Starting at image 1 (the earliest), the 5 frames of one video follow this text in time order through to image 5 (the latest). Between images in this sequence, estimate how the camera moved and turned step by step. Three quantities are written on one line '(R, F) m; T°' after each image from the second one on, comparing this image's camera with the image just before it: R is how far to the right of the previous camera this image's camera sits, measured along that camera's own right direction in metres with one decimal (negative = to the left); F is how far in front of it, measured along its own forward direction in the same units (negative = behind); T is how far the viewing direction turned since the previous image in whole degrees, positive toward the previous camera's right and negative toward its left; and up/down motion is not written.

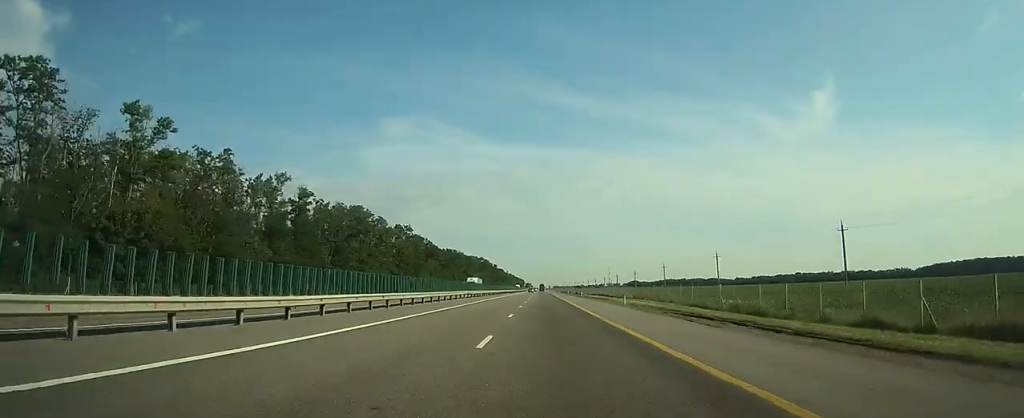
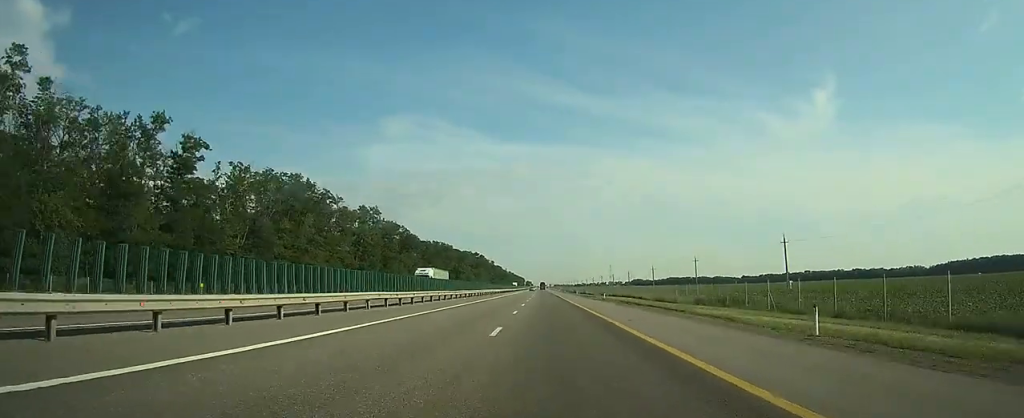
(0.0, +33.4) m; 0°
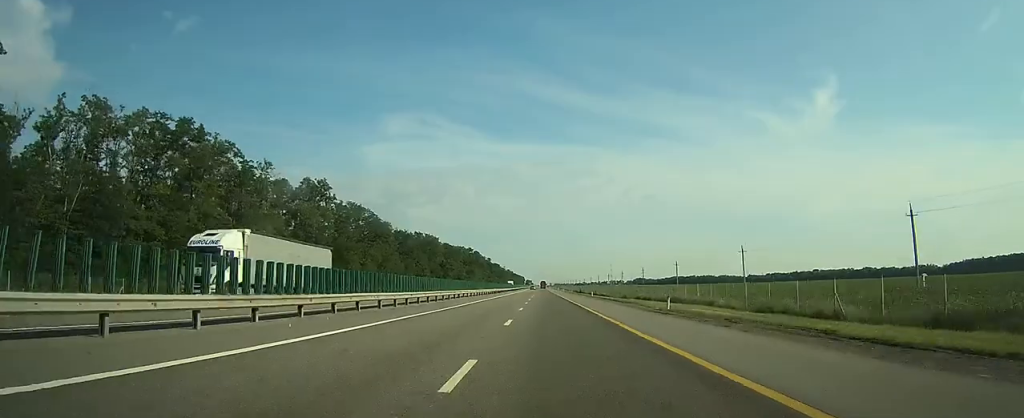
(0.0, +31.6) m; 0°
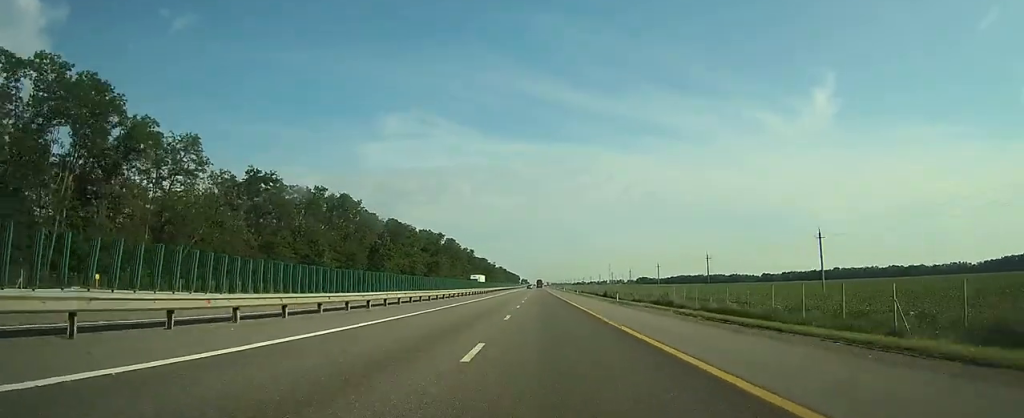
(-0.5, +81.4) m; 0°
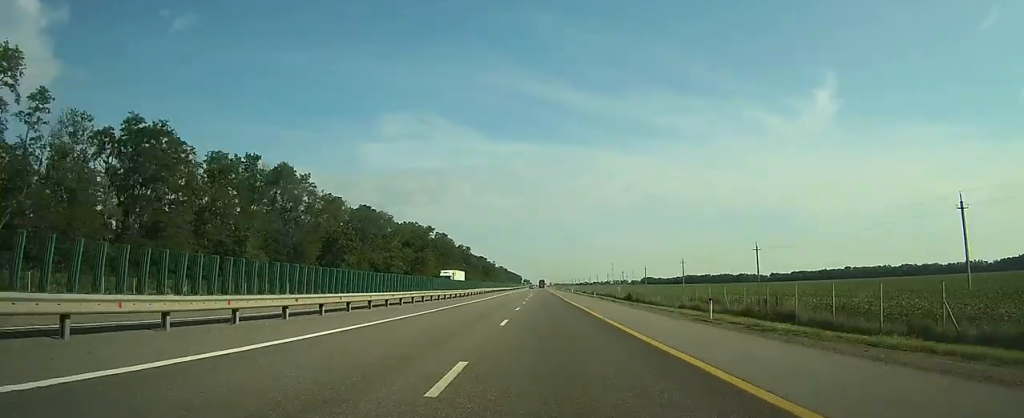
(+0.1, +27.1) m; 0°
